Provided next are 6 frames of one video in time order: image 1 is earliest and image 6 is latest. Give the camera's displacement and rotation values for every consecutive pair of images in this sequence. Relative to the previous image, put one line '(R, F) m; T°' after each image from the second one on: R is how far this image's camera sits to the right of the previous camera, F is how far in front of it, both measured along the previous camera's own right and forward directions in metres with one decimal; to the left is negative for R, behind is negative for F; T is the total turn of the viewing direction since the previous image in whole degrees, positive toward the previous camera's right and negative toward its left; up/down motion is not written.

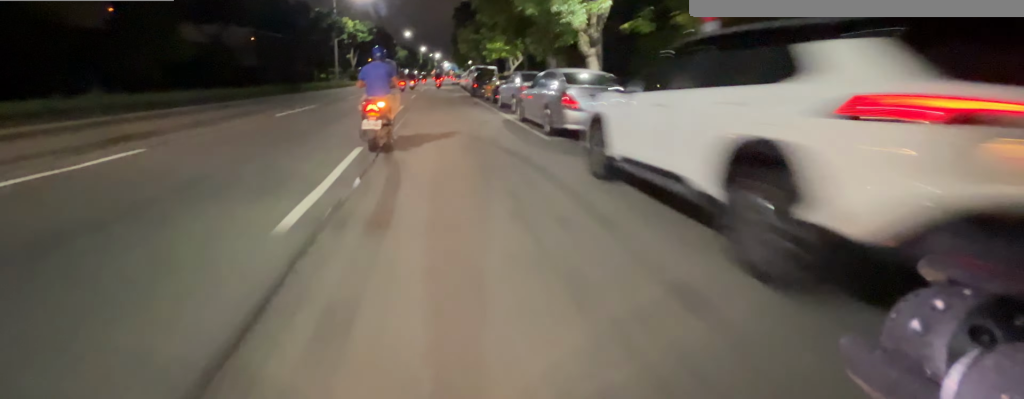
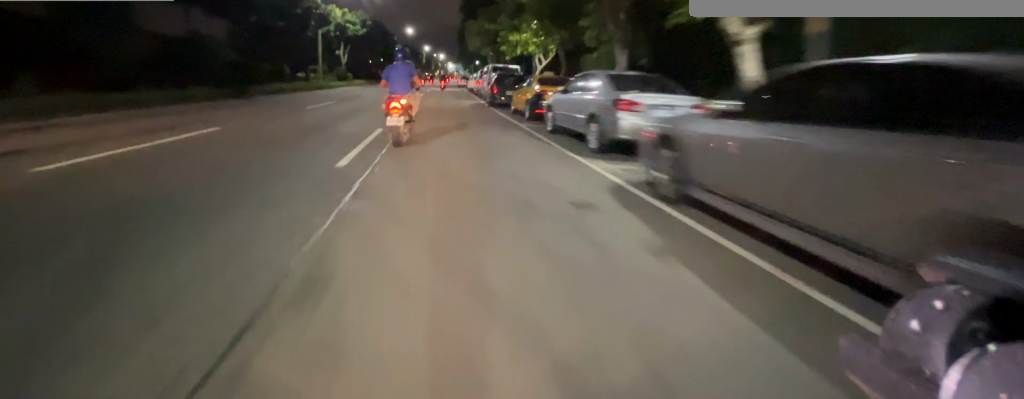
(+0.1, +8.4) m; 0°
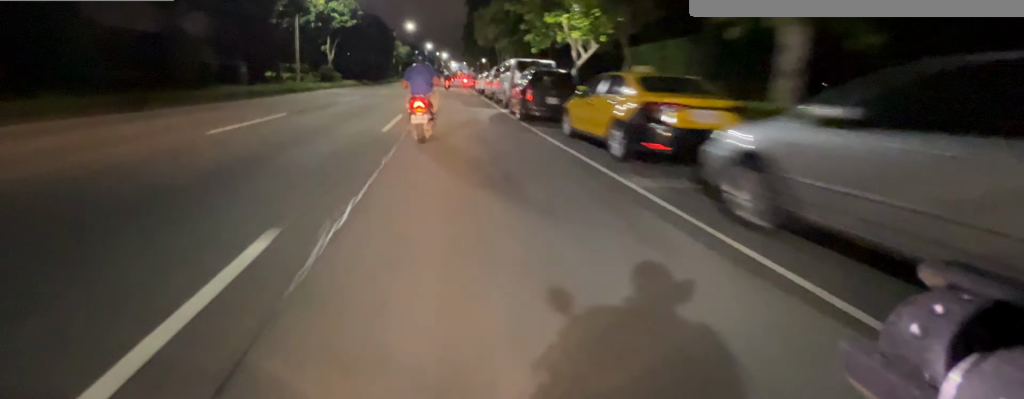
(0.0, +7.2) m; 0°
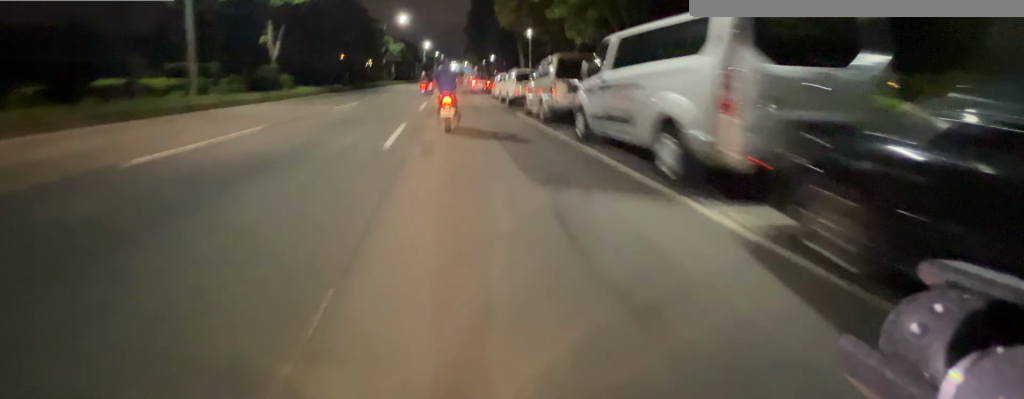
(-0.1, +13.3) m; 0°
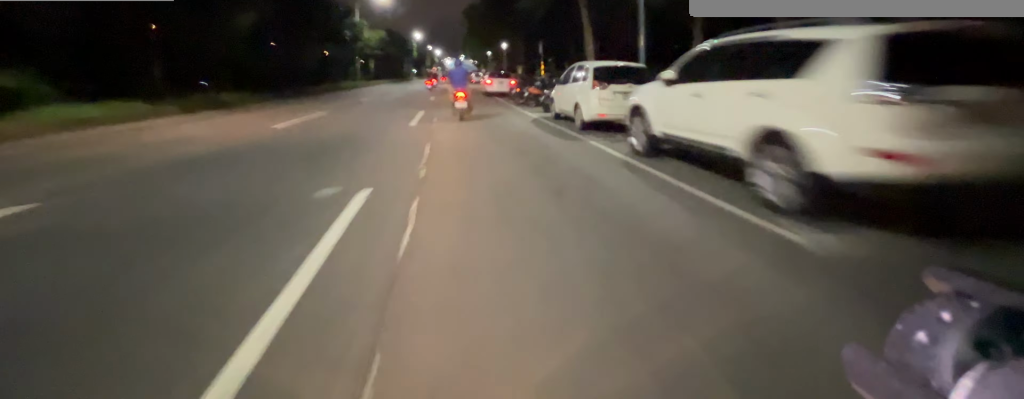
(+0.2, +16.5) m; +1°
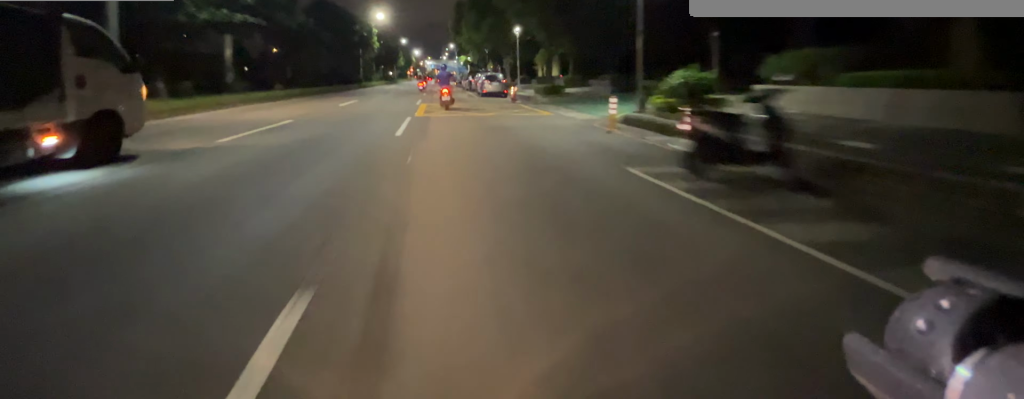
(+0.2, +32.6) m; +2°
